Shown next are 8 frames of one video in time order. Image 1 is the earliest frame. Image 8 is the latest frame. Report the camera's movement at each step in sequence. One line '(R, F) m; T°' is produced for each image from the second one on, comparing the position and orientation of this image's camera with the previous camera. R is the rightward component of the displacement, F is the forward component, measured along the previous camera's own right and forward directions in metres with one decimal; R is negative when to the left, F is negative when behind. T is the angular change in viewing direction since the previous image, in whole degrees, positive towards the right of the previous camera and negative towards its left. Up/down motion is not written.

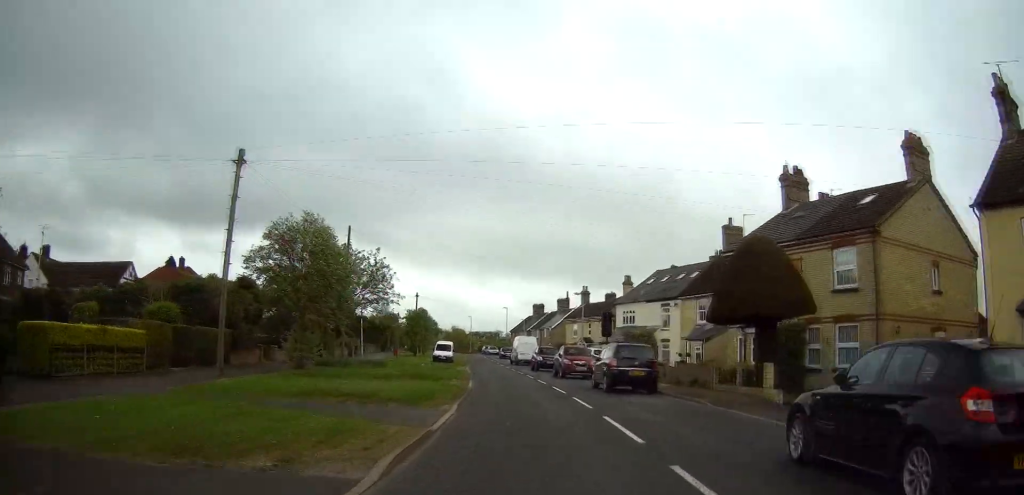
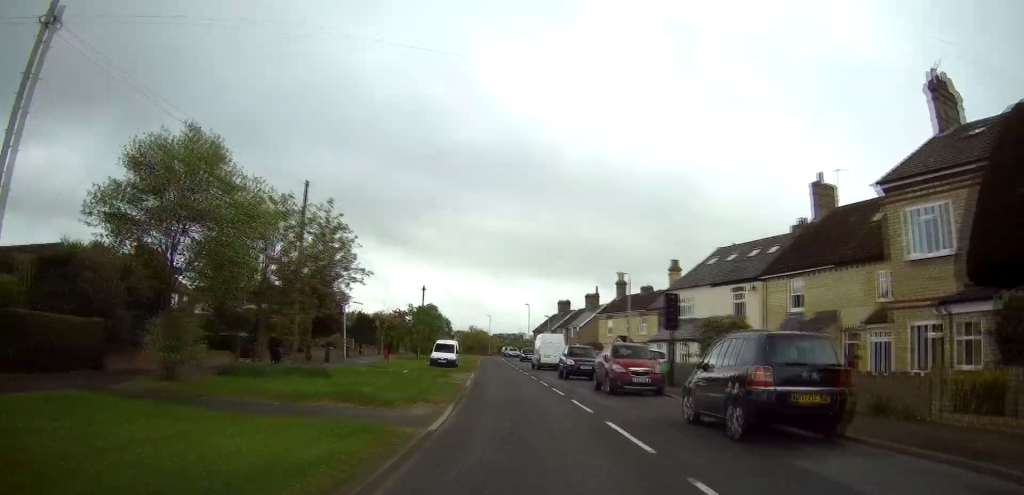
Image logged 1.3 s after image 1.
(-0.3, +12.6) m; -3°
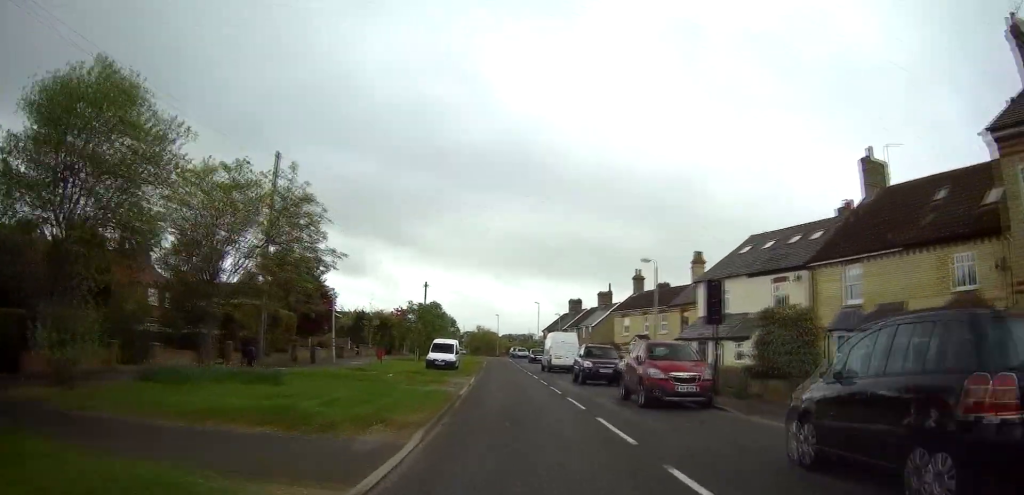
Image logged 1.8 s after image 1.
(-0.1, +5.1) m; -1°
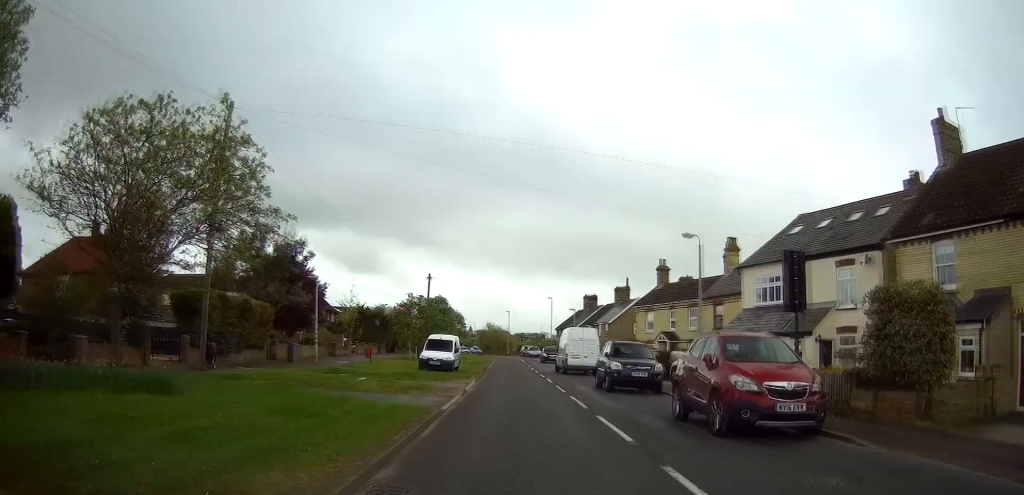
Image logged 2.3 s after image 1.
(-0.1, +6.0) m; -1°
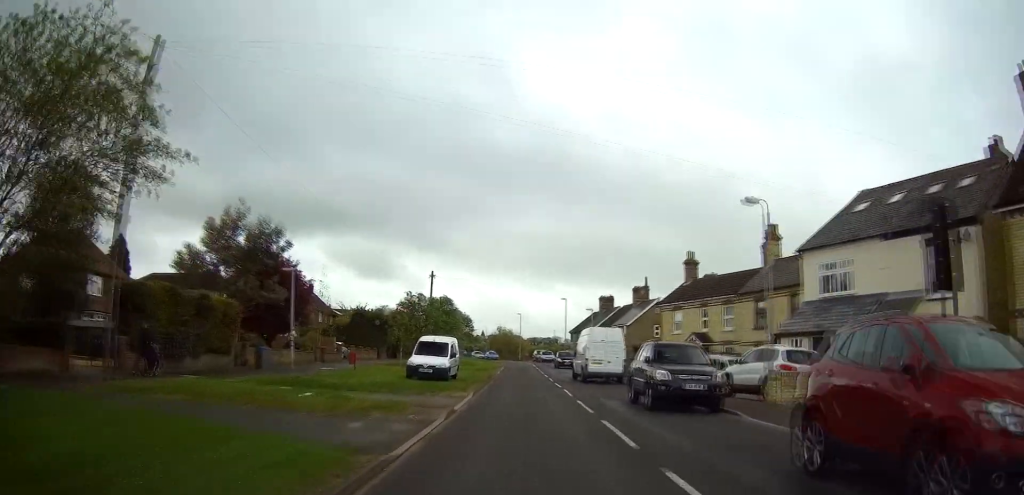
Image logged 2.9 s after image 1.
(0.0, +6.0) m; 0°
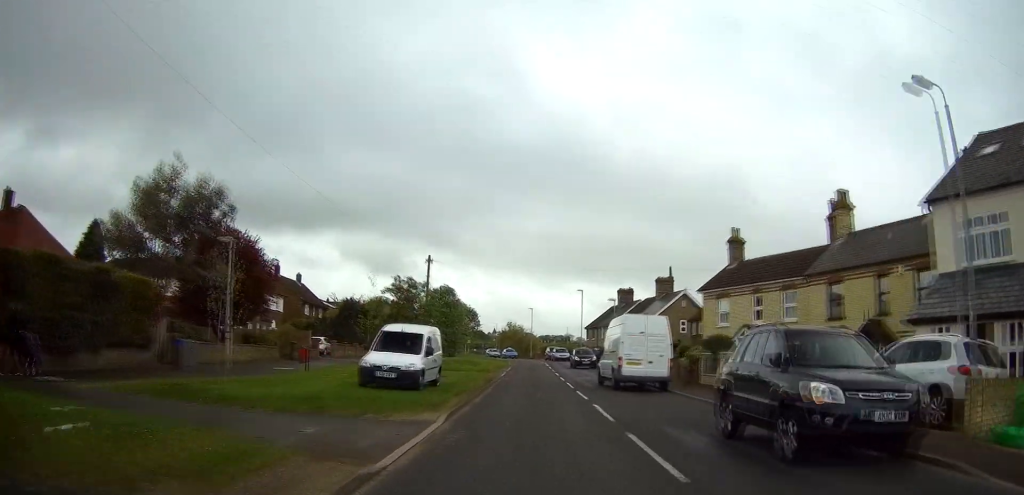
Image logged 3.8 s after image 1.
(0.0, +8.5) m; -1°
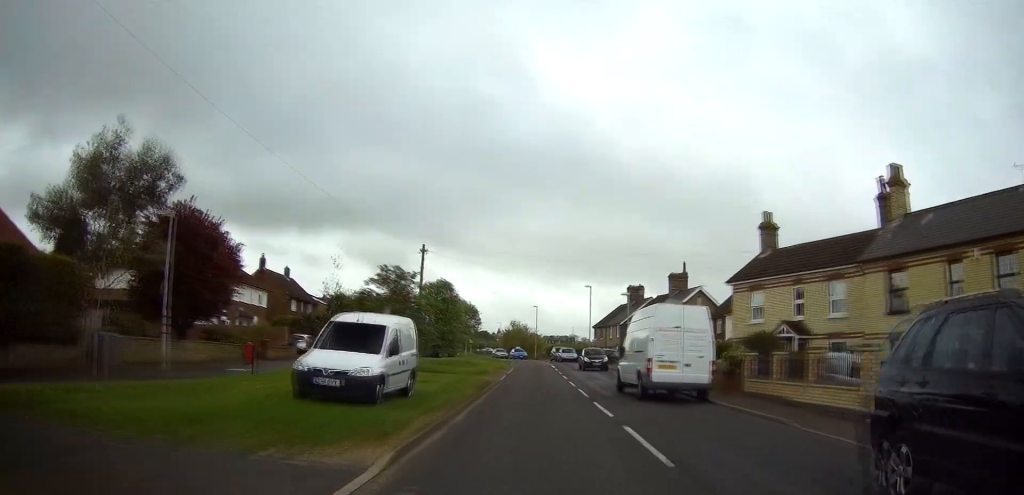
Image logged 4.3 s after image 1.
(0.0, +5.1) m; -1°
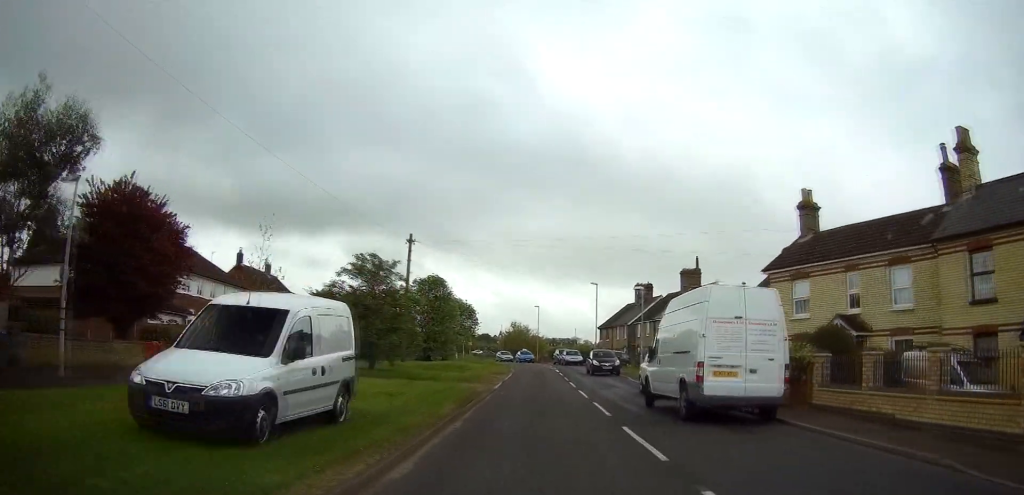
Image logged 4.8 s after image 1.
(0.0, +5.5) m; 0°
